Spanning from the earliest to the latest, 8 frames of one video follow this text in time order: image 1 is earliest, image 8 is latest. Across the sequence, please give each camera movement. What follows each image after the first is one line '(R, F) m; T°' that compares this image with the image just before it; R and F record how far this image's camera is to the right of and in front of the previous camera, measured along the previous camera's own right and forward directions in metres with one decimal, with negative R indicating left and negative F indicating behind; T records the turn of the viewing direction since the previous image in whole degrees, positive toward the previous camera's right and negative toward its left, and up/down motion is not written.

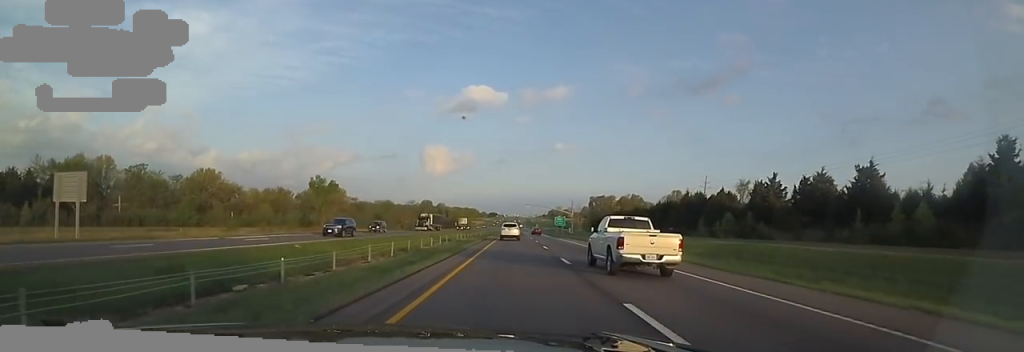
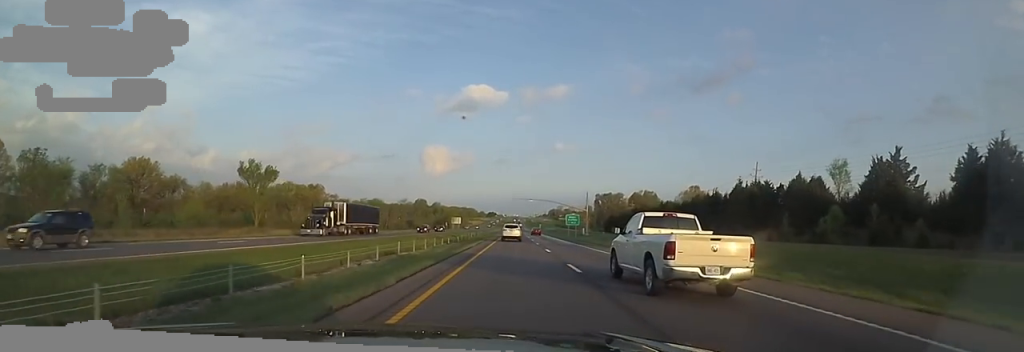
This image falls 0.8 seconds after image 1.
(-0.6, +27.2) m; -1°
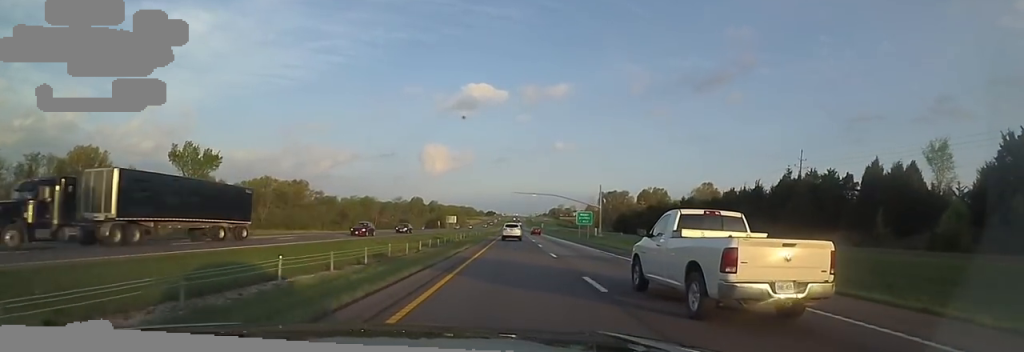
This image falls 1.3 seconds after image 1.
(-0.8, +16.5) m; 0°
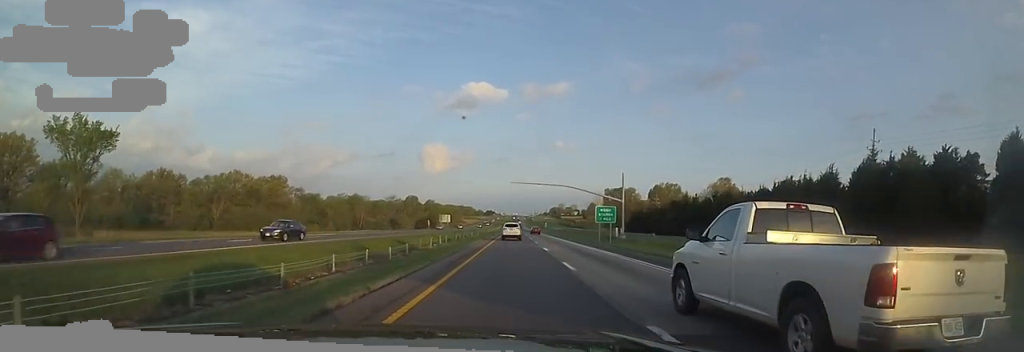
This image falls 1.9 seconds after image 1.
(+0.6, +19.5) m; +2°
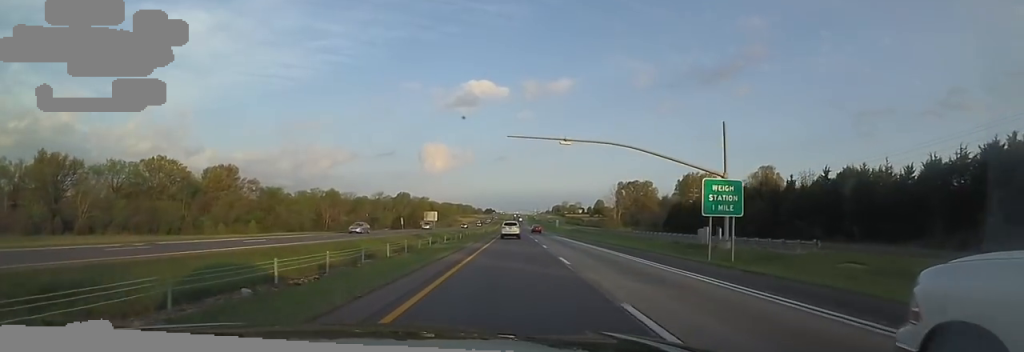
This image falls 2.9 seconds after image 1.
(+1.2, +36.1) m; 0°
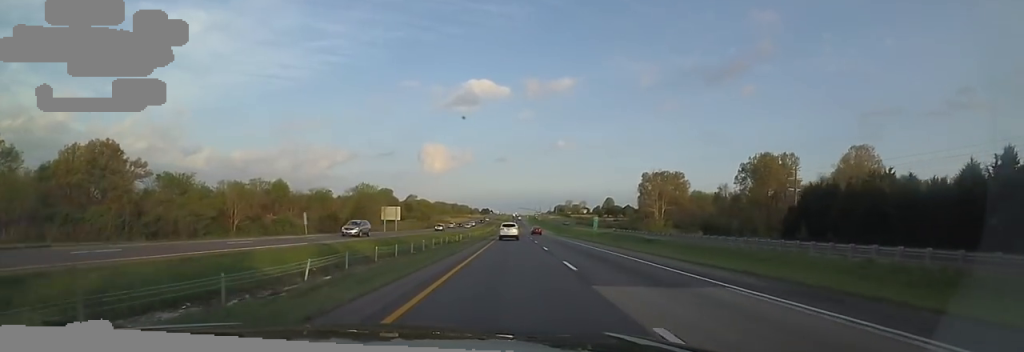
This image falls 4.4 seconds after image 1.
(-2.3, +52.8) m; -3°
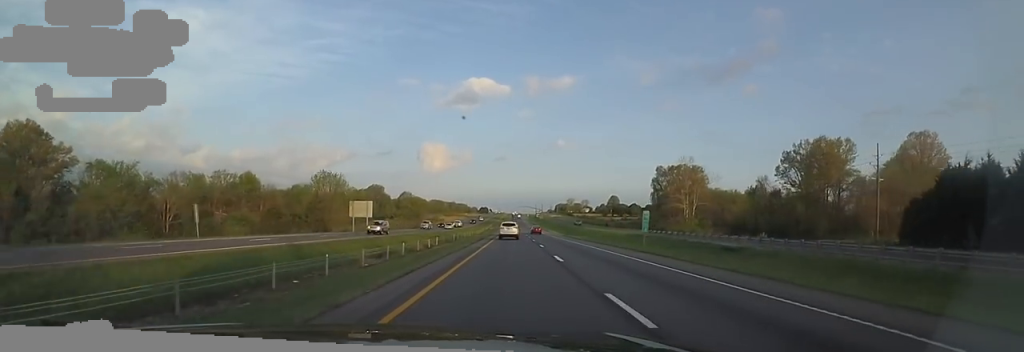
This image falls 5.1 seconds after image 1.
(+0.8, +22.1) m; +2°
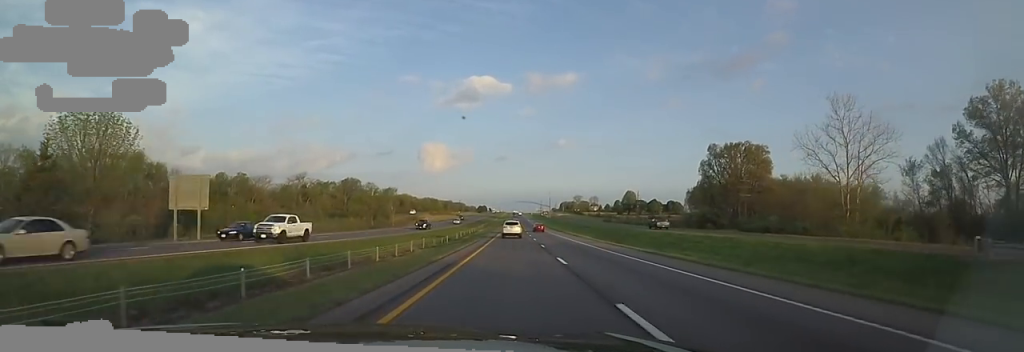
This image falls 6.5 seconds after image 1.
(+1.5, +50.9) m; +3°
